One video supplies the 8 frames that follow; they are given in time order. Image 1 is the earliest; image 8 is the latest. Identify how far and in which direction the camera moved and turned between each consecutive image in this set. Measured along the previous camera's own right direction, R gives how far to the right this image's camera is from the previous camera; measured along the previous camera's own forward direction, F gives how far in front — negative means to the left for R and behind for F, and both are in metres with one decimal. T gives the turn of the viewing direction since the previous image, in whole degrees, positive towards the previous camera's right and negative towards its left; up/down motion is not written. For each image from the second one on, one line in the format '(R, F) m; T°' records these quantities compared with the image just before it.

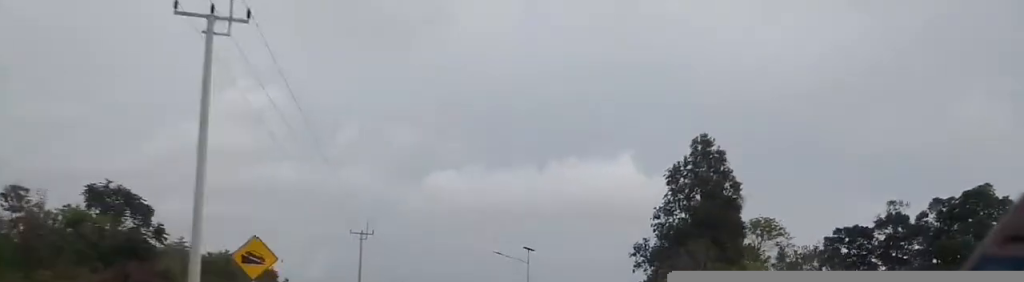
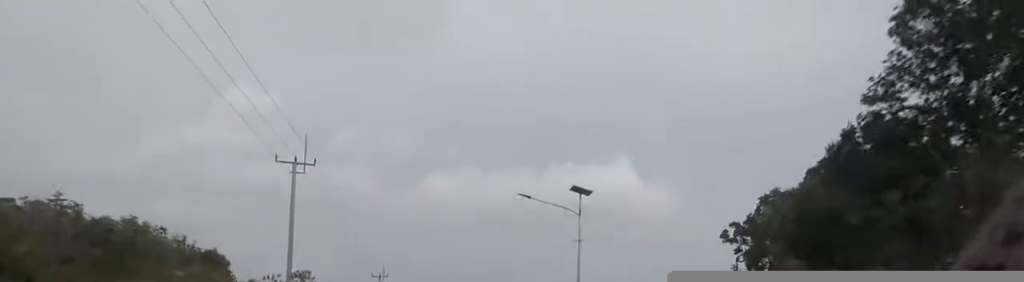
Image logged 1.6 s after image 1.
(-0.2, +26.4) m; 0°
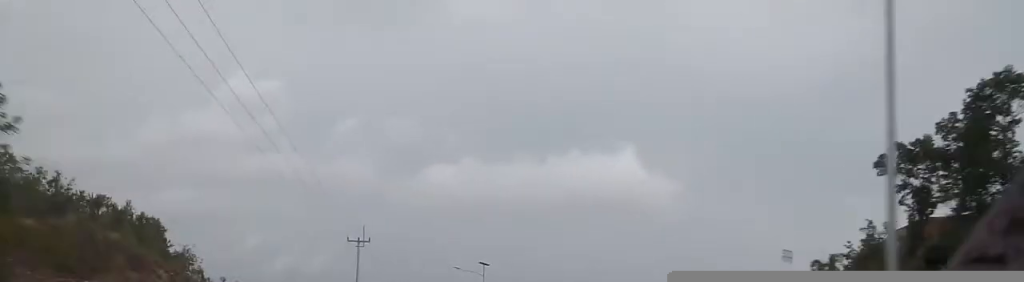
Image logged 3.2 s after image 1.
(-0.1, +24.6) m; -1°
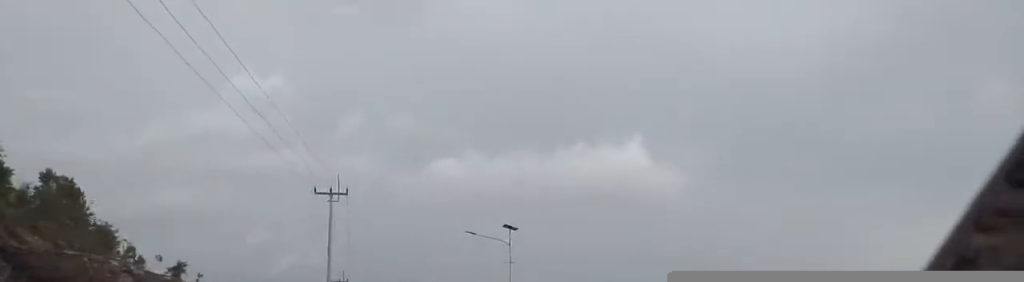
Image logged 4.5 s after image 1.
(-0.4, +20.7) m; -3°
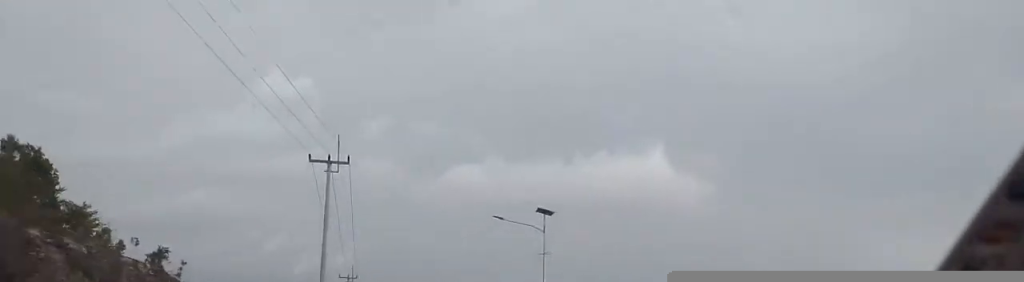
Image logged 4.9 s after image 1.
(-0.1, +7.5) m; -1°
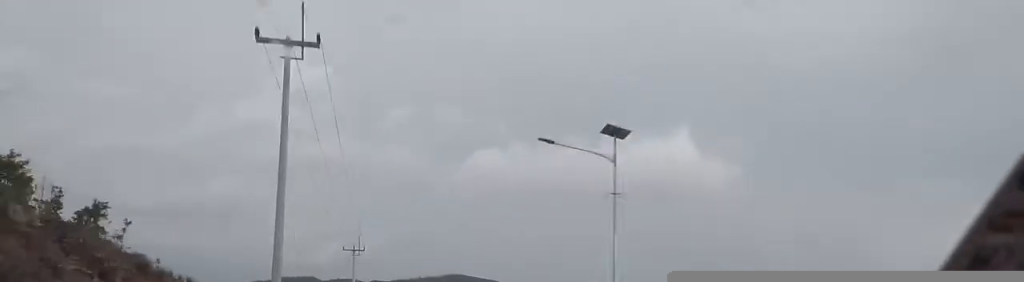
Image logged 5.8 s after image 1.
(-0.3, +13.7) m; -1°
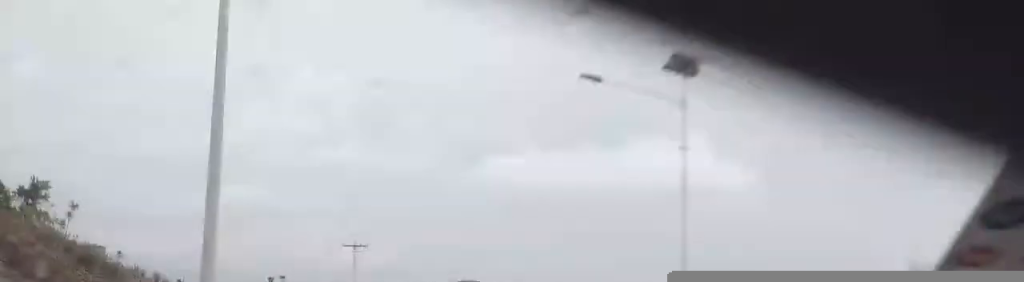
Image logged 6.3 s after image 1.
(0.0, +8.2) m; 0°
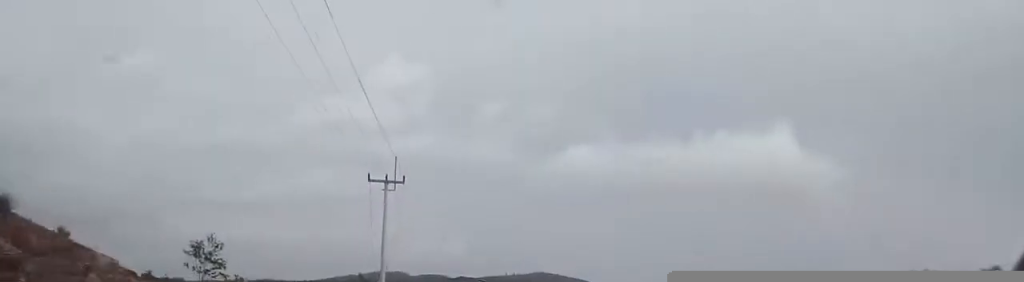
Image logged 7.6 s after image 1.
(+0.3, +22.8) m; 0°
